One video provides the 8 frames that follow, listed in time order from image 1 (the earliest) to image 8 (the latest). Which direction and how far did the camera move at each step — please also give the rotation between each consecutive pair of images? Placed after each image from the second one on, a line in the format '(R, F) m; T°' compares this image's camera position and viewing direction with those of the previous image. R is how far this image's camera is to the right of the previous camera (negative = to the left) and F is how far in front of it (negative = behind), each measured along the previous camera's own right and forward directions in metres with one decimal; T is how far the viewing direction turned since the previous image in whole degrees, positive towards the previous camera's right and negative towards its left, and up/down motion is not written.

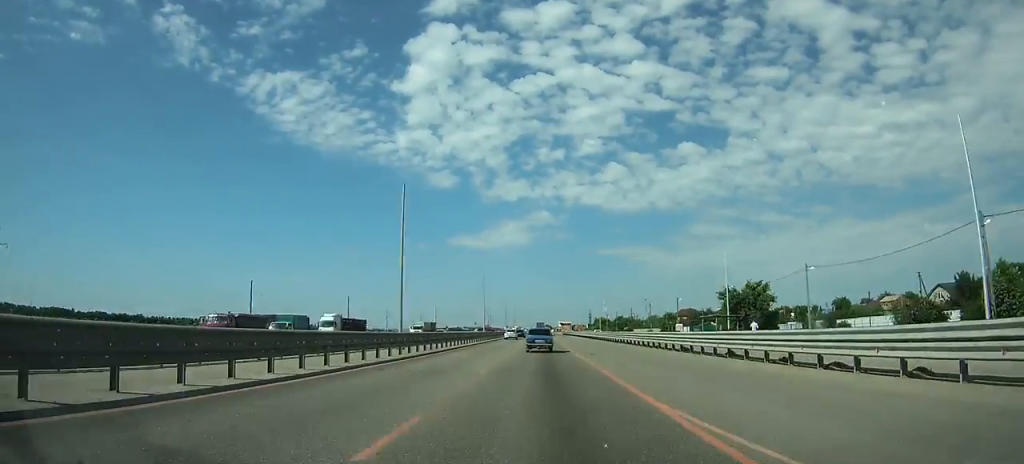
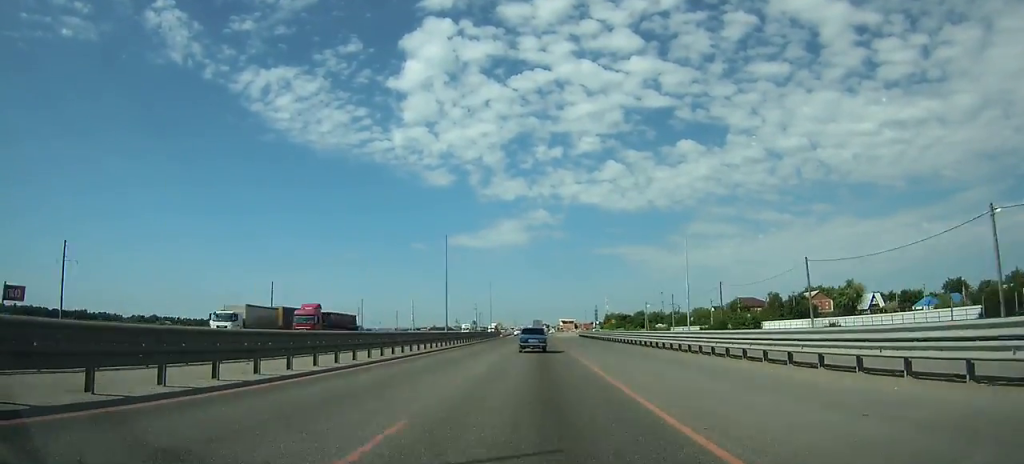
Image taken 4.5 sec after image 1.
(-0.1, +88.6) m; 0°
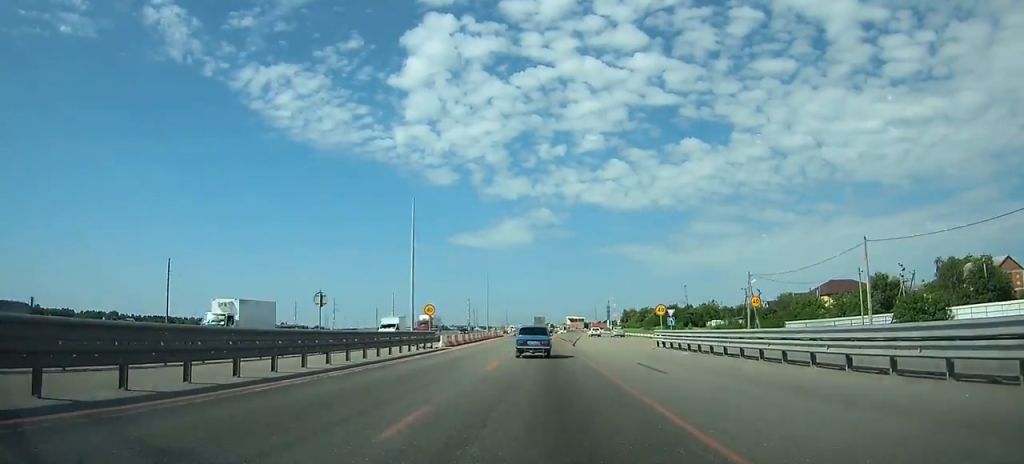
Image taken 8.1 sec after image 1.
(+0.1, +66.1) m; 0°
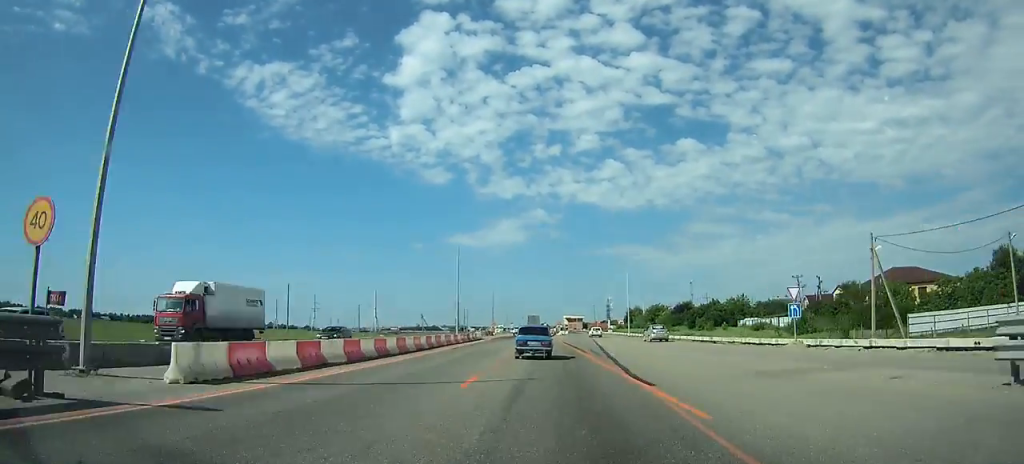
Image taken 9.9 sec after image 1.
(+0.1, +29.7) m; 0°
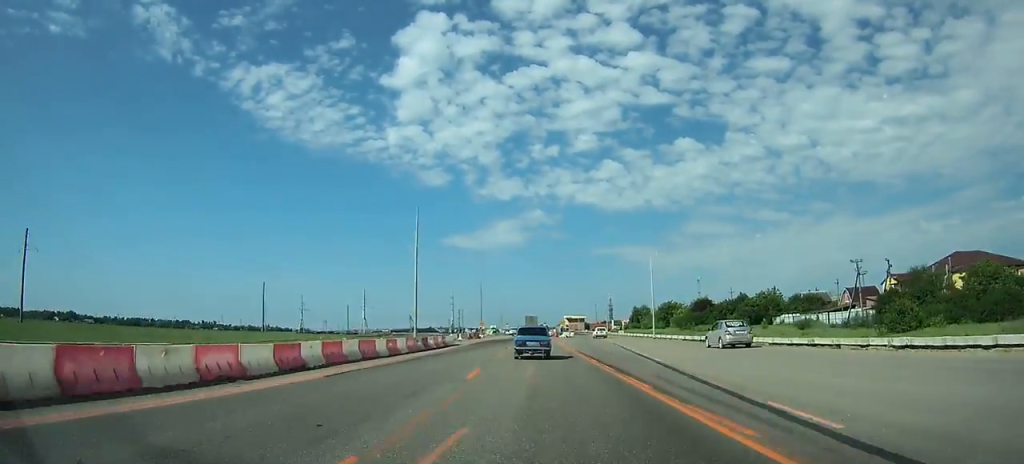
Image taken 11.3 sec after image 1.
(0.0, +21.8) m; 0°
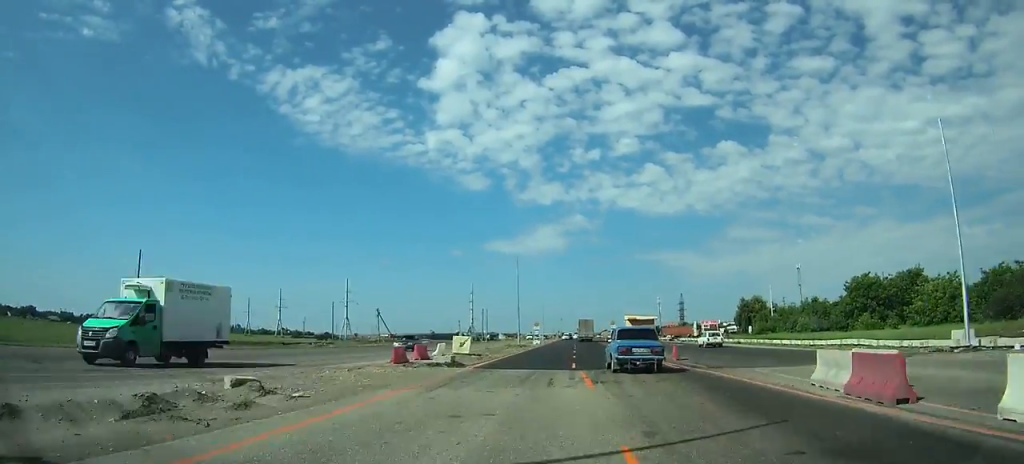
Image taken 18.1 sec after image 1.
(-2.7, +96.7) m; -3°
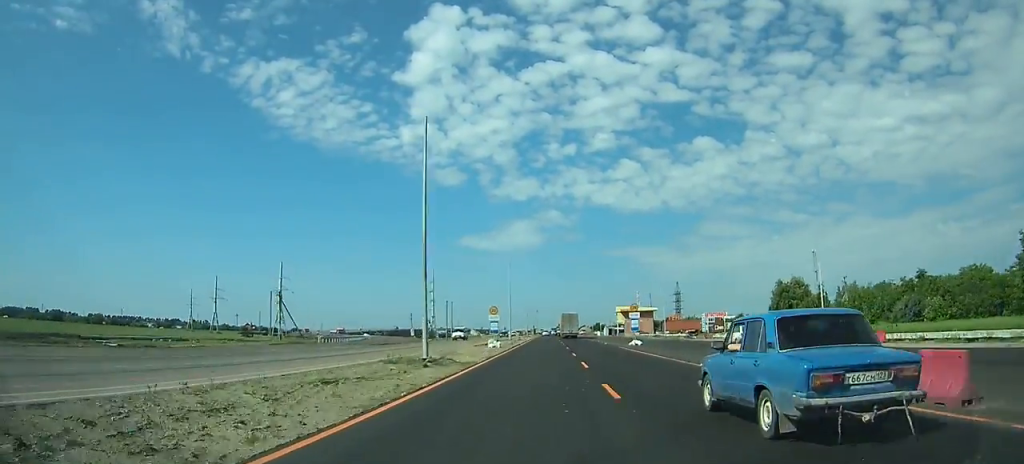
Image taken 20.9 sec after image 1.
(+0.2, +40.9) m; +1°
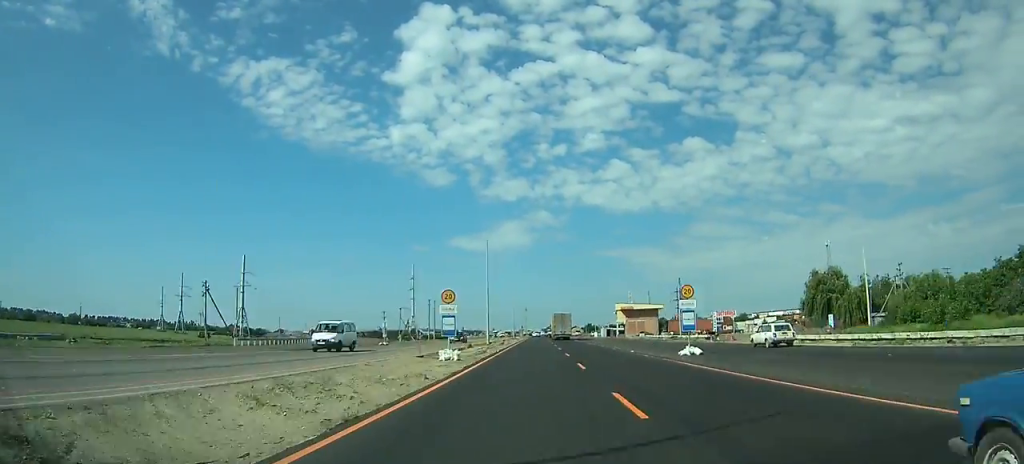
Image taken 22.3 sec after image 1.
(+0.2, +20.6) m; +1°
